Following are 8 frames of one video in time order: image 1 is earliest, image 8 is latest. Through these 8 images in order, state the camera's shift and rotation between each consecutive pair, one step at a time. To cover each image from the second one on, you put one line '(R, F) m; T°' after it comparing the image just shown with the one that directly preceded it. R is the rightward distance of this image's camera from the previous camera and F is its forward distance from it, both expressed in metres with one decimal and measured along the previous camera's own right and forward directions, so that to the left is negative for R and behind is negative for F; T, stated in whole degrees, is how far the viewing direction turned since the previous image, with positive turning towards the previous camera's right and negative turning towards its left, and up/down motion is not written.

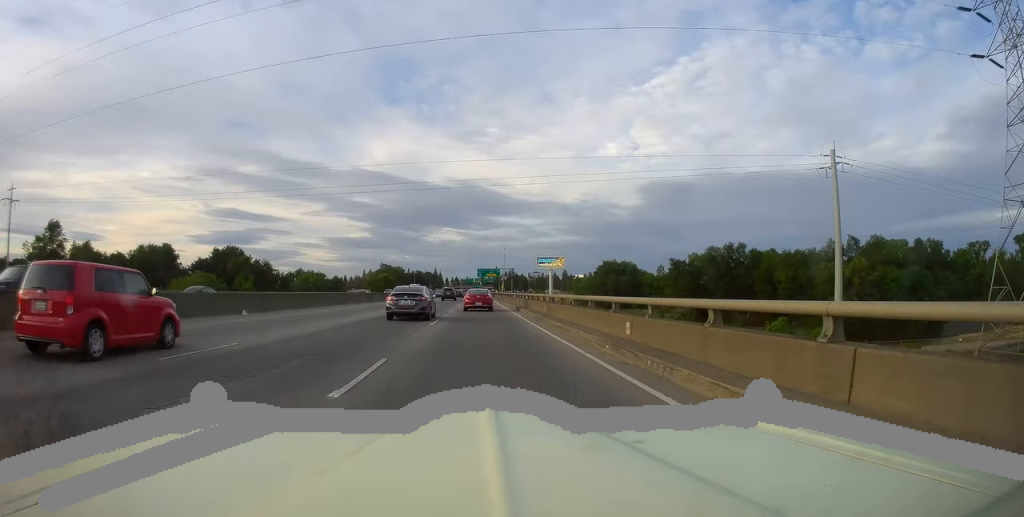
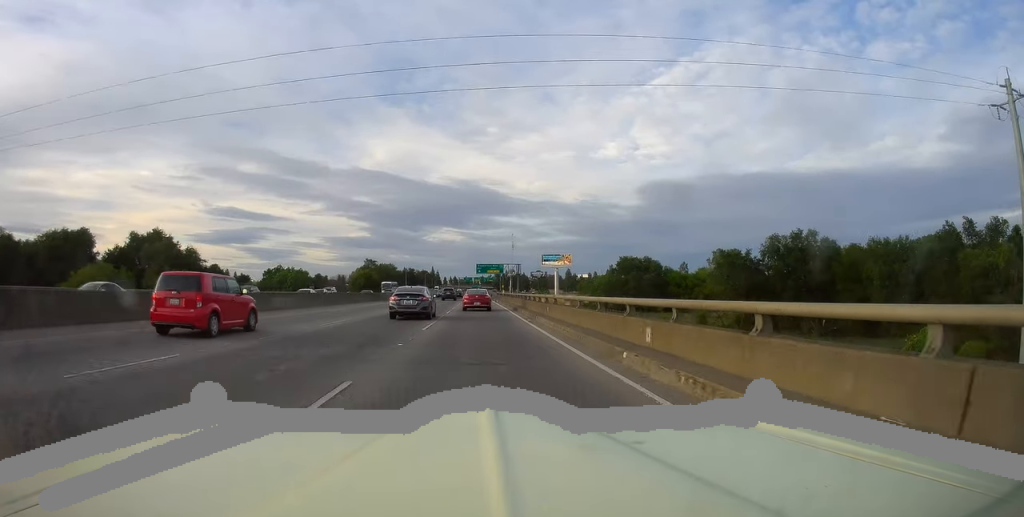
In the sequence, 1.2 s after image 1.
(-0.5, +32.0) m; 0°
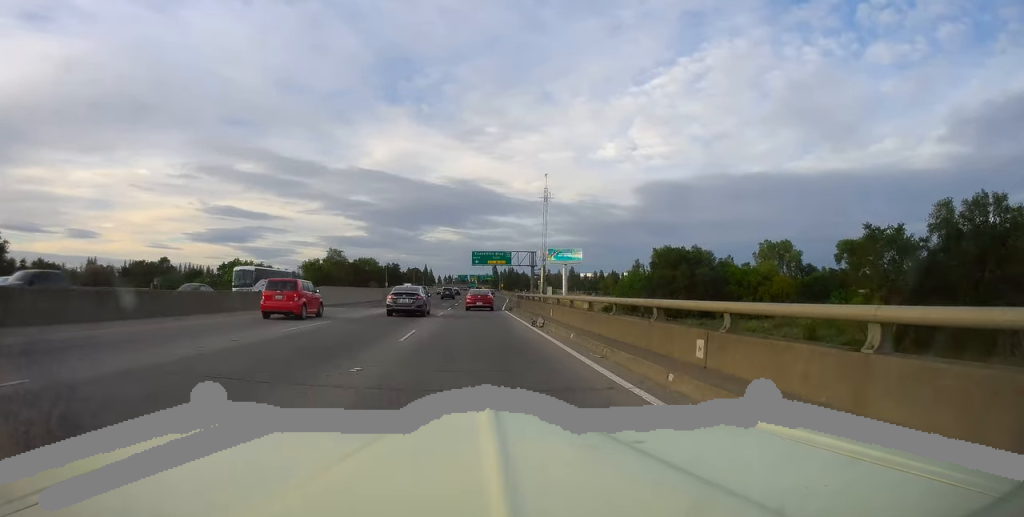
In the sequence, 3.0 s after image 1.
(+1.3, +48.1) m; +1°
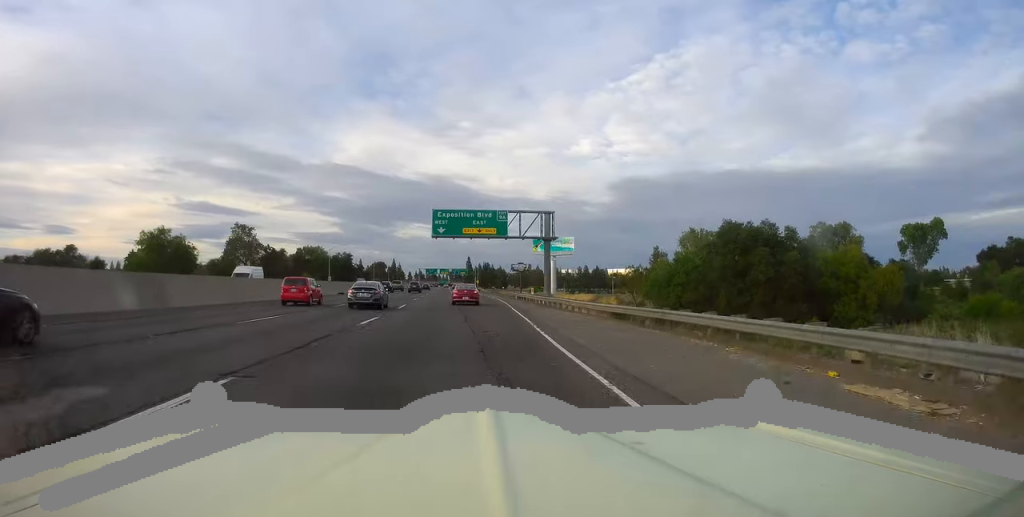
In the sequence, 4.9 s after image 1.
(-1.5, +51.8) m; 0°
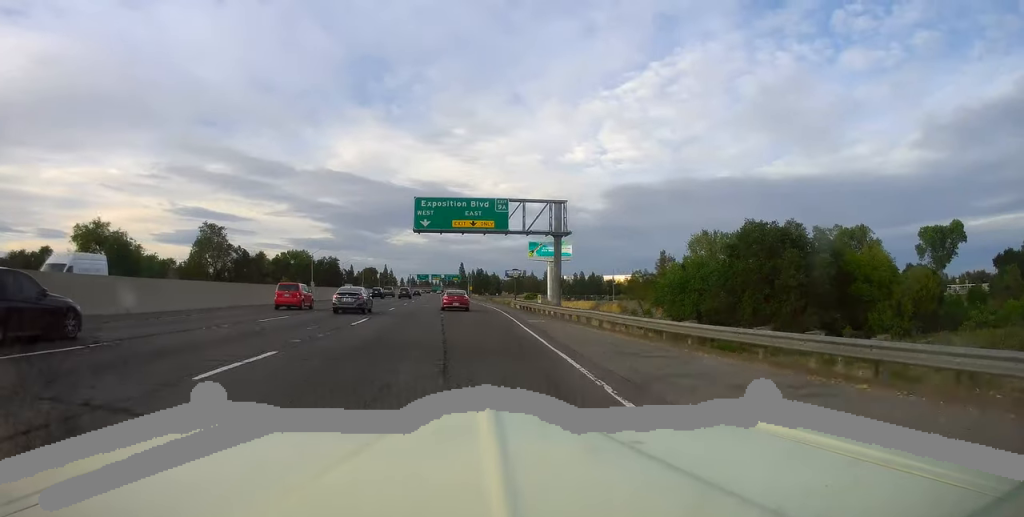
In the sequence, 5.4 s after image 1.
(+0.3, +11.7) m; +1°
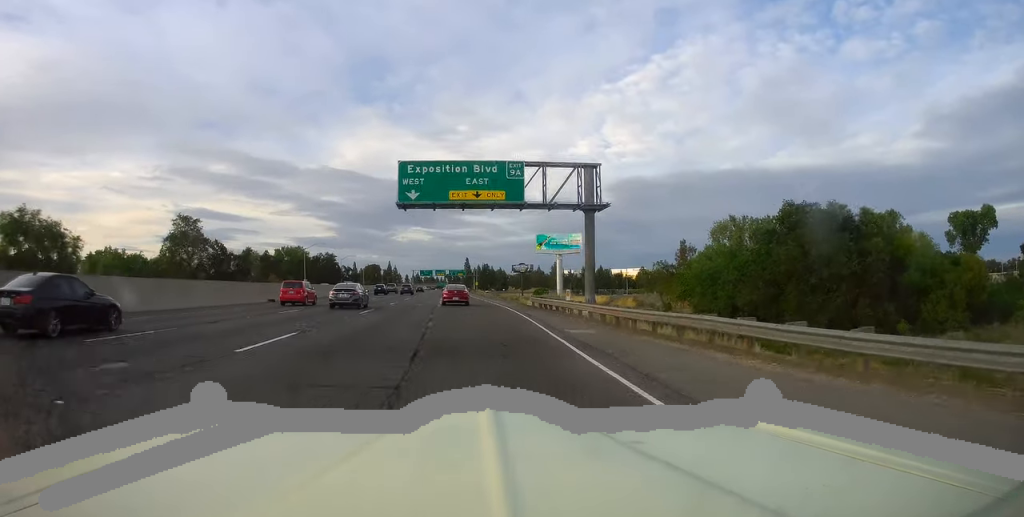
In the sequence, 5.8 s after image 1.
(+0.1, +11.7) m; +1°
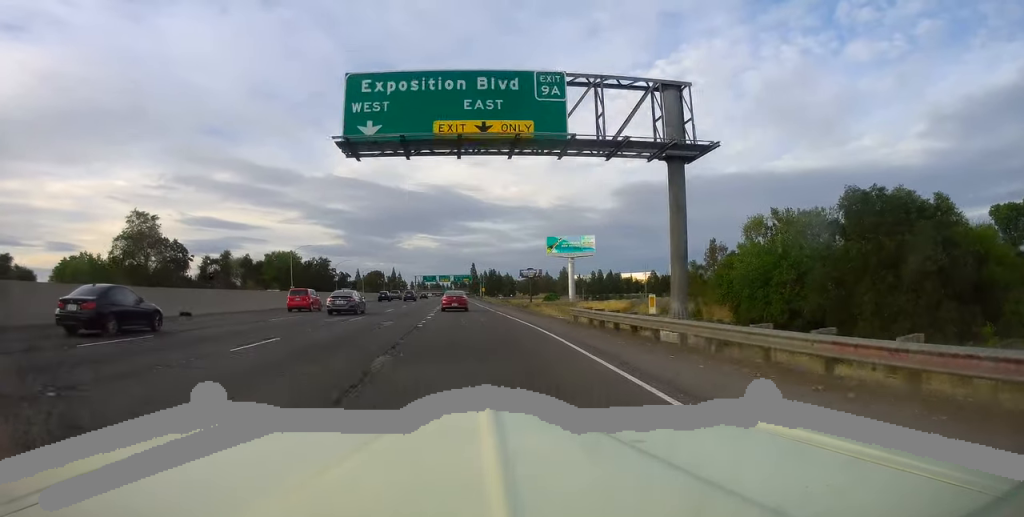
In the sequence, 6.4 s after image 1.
(+0.3, +15.2) m; 0°
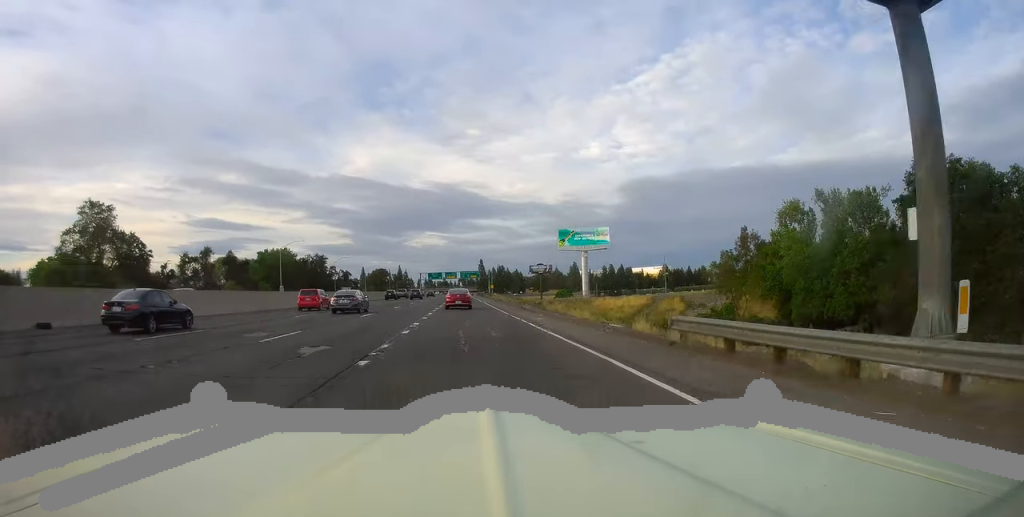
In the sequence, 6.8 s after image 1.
(+0.3, +12.5) m; 0°
